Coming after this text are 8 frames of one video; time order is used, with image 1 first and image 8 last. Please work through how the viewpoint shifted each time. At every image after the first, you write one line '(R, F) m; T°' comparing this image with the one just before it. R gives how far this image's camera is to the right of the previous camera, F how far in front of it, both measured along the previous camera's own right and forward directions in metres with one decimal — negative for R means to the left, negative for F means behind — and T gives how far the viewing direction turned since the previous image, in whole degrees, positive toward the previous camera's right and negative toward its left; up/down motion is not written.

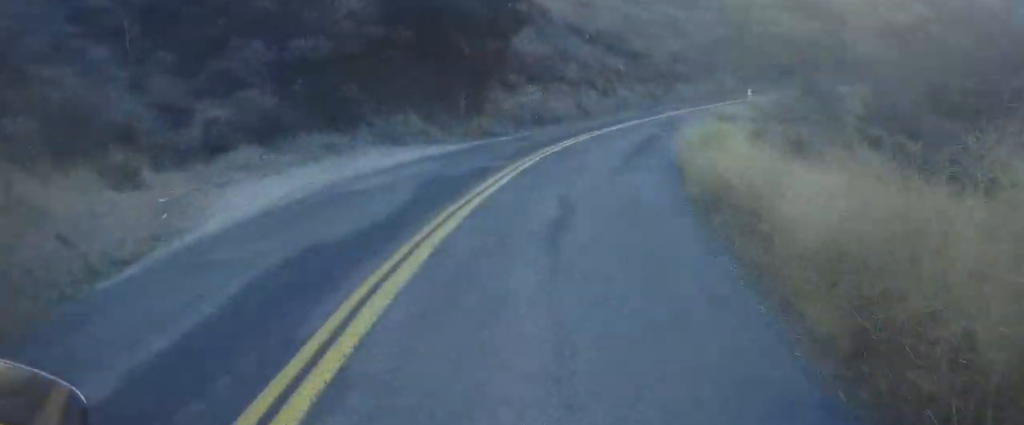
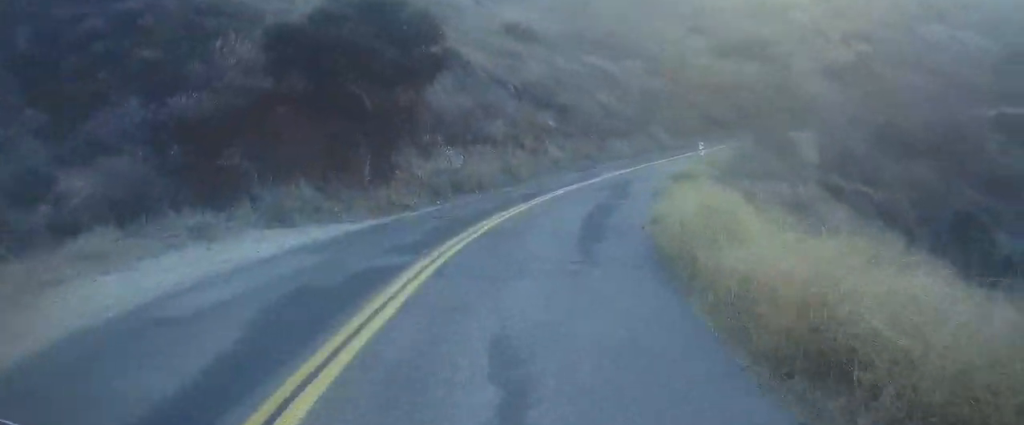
(+0.3, +4.6) m; +3°
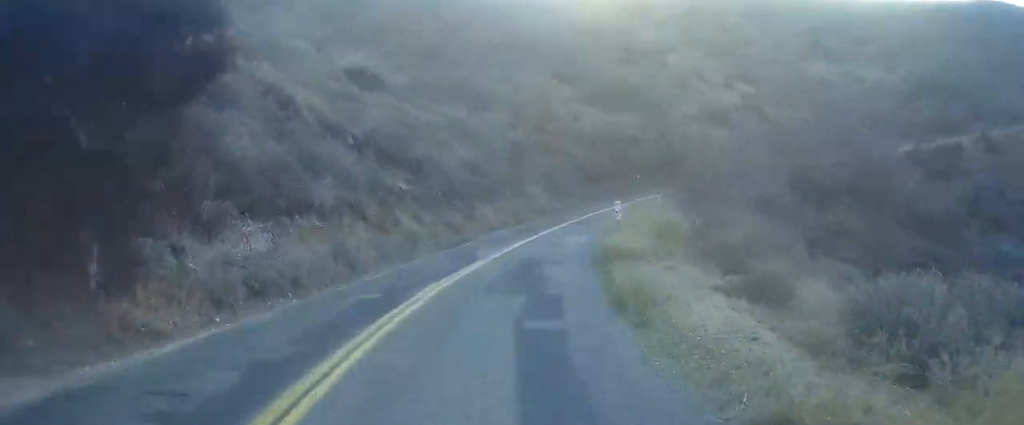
(+0.6, +10.0) m; +5°
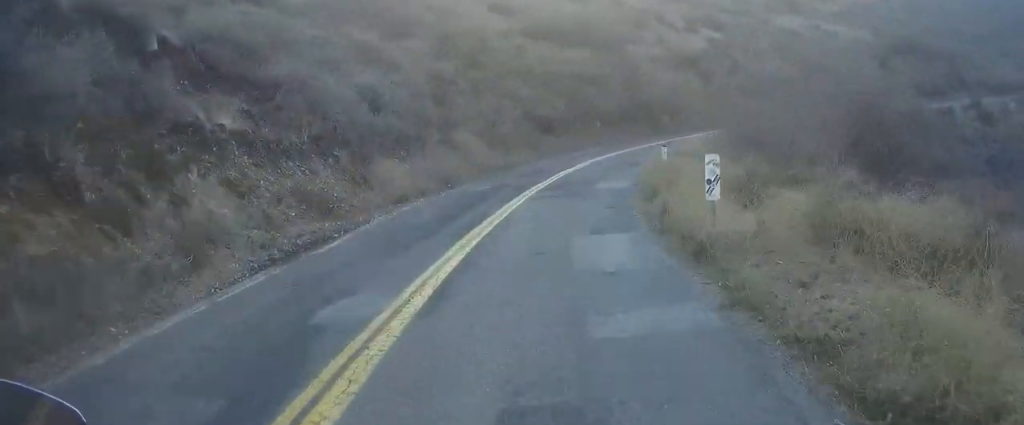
(+0.2, +13.6) m; +18°
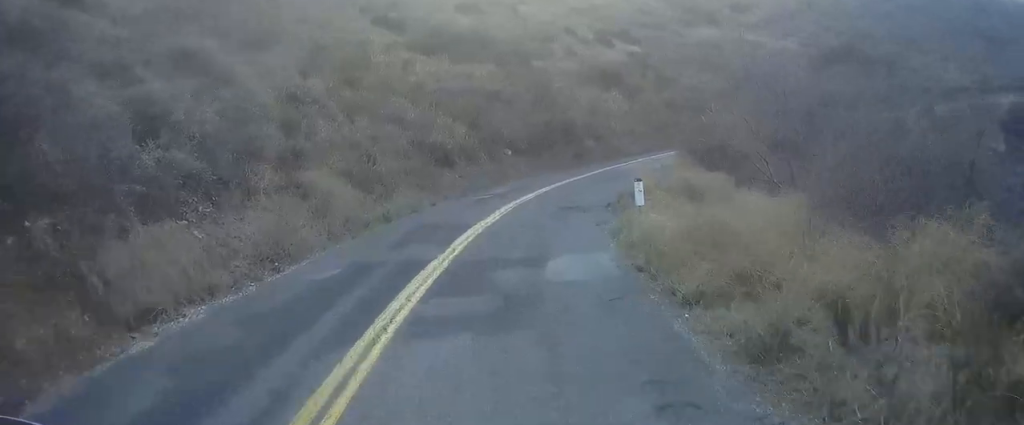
(+2.4, +9.2) m; +18°
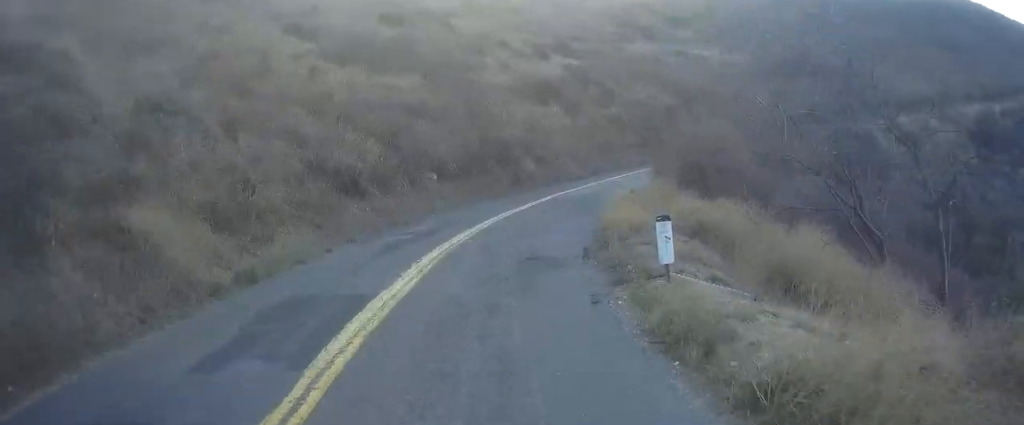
(+1.2, +7.5) m; +7°
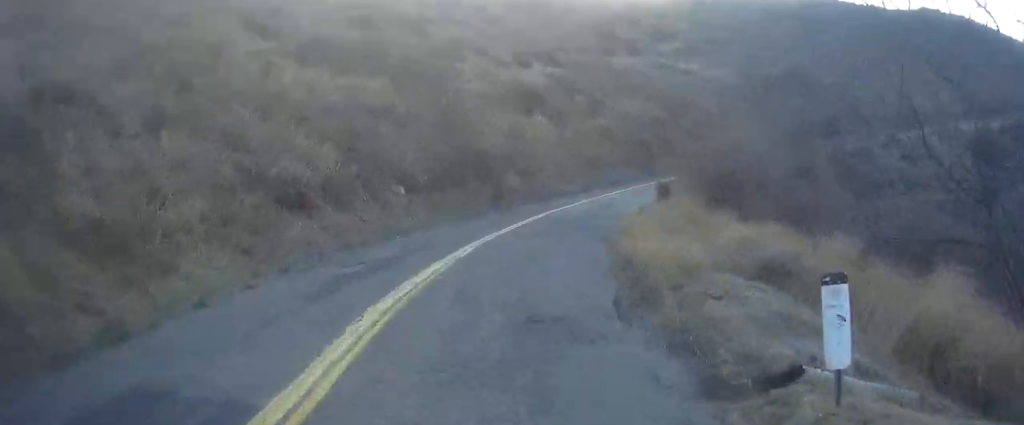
(-0.4, +5.0) m; 0°
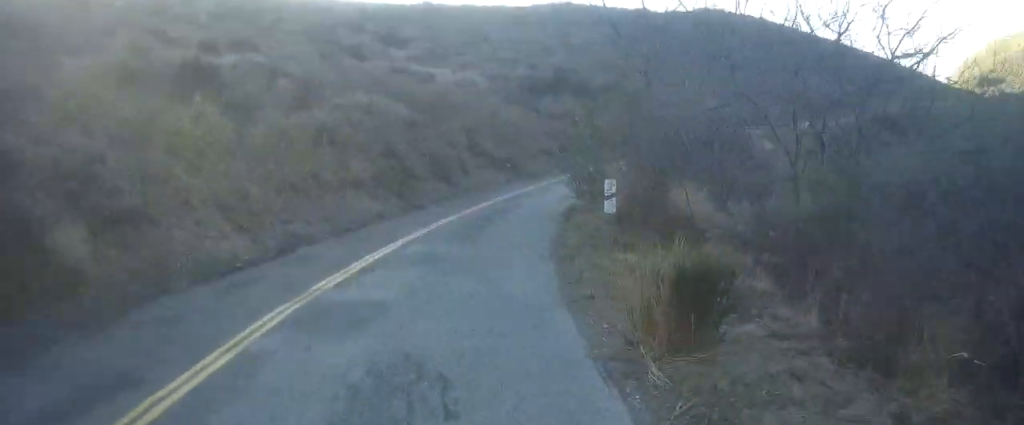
(+1.5, +24.3) m; +10°
